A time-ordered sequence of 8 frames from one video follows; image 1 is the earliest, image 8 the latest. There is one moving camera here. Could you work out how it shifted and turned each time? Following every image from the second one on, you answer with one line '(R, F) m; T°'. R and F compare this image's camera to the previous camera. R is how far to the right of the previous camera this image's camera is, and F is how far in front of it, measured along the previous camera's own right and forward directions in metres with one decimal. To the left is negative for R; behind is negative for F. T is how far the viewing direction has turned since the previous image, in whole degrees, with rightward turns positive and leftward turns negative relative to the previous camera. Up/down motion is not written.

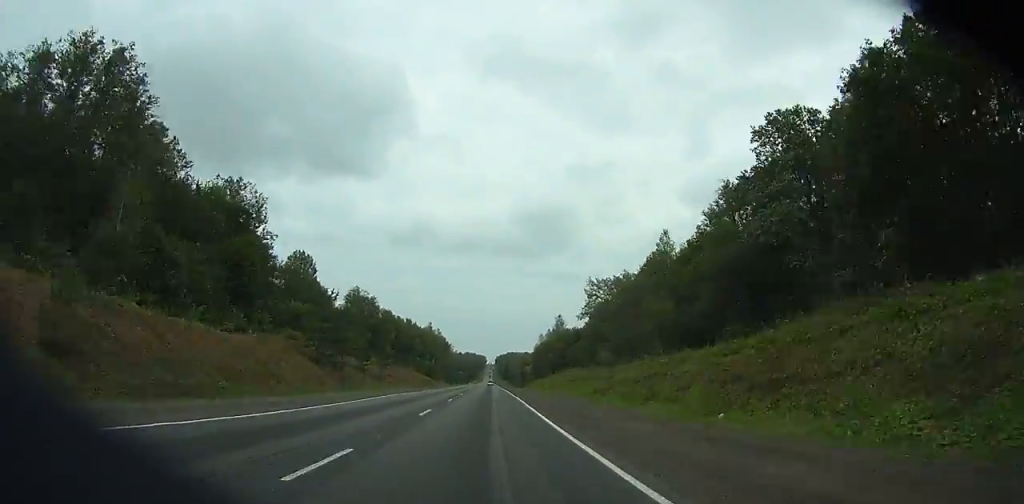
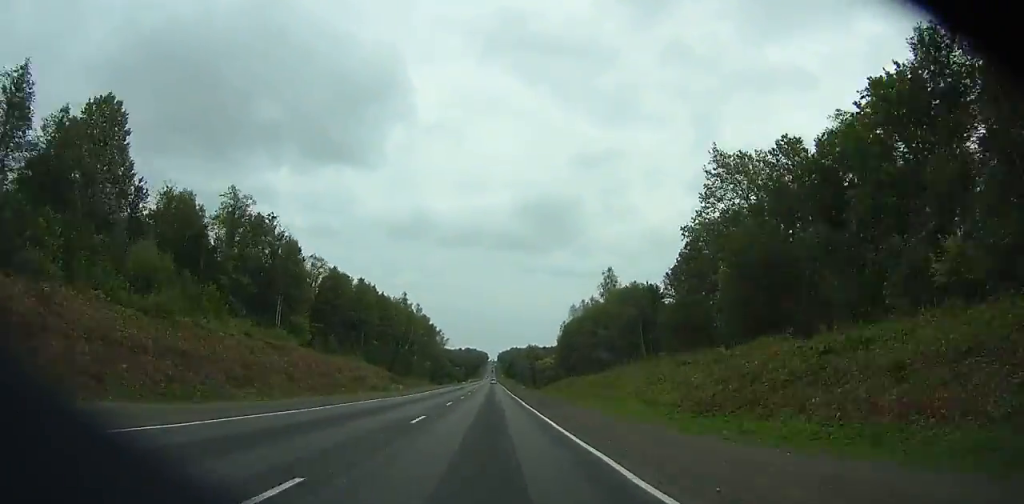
(-0.2, +75.2) m; 0°
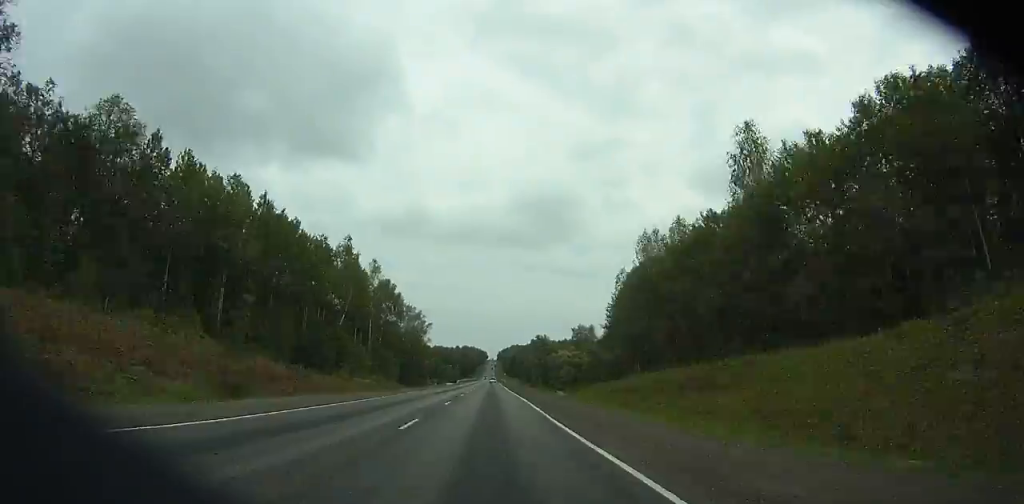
(-0.1, +62.0) m; 0°
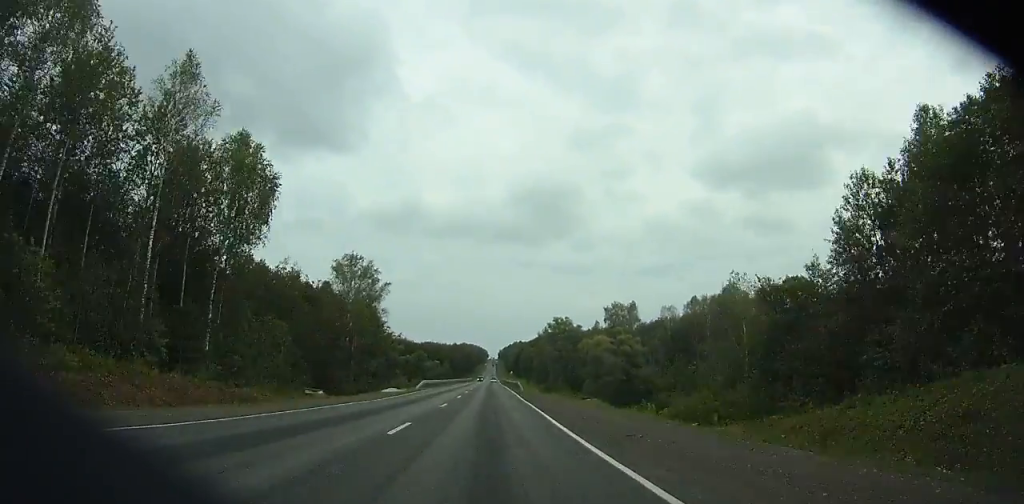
(+0.1, +71.9) m; 0°
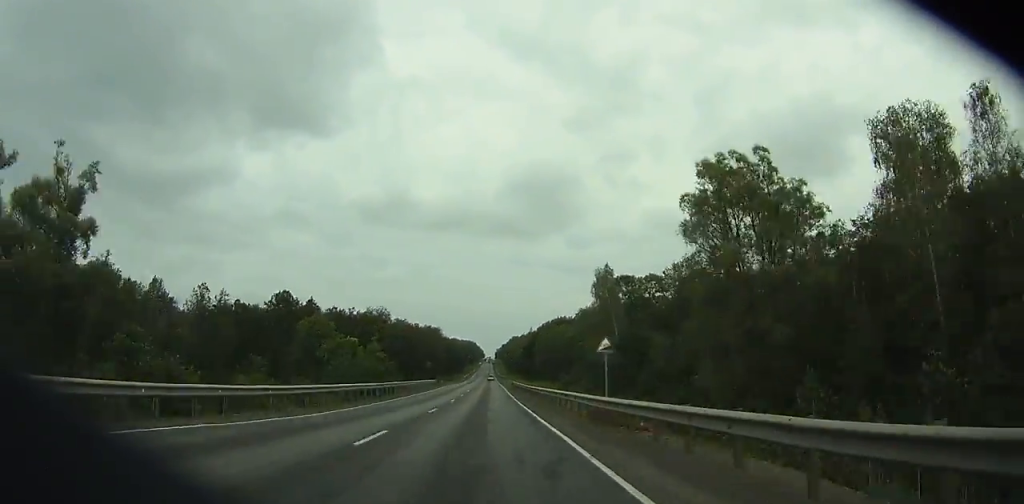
(+0.8, +132.1) m; 0°
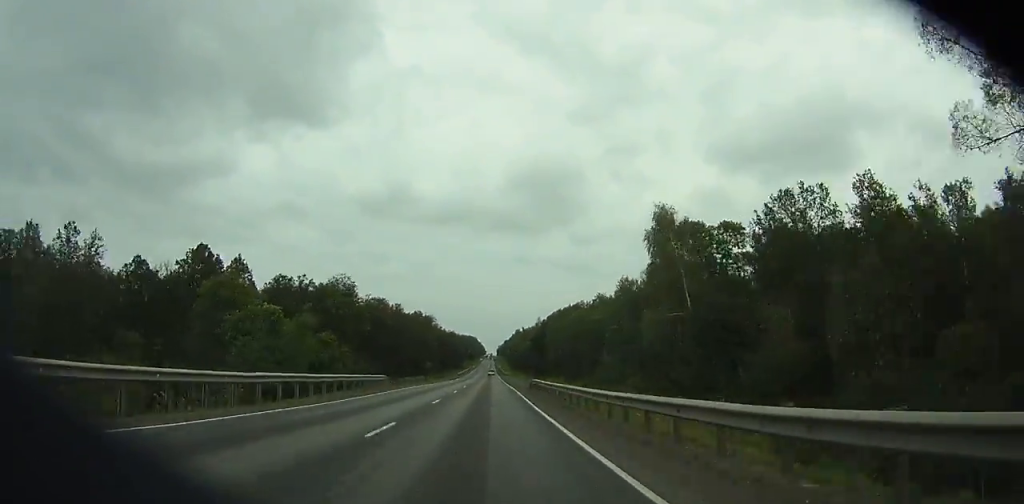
(-0.1, +36.8) m; 0°
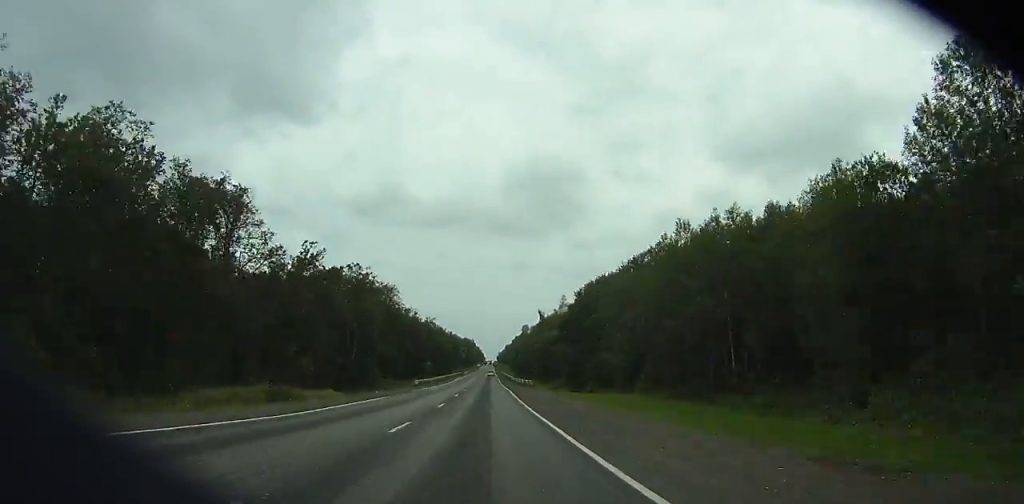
(+0.1, +82.2) m; 0°
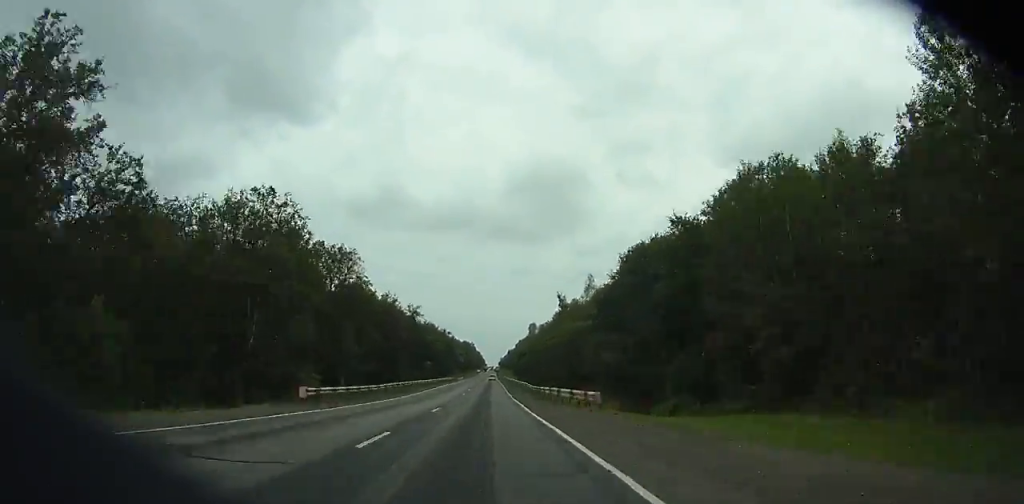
(0.0, +39.0) m; 0°
